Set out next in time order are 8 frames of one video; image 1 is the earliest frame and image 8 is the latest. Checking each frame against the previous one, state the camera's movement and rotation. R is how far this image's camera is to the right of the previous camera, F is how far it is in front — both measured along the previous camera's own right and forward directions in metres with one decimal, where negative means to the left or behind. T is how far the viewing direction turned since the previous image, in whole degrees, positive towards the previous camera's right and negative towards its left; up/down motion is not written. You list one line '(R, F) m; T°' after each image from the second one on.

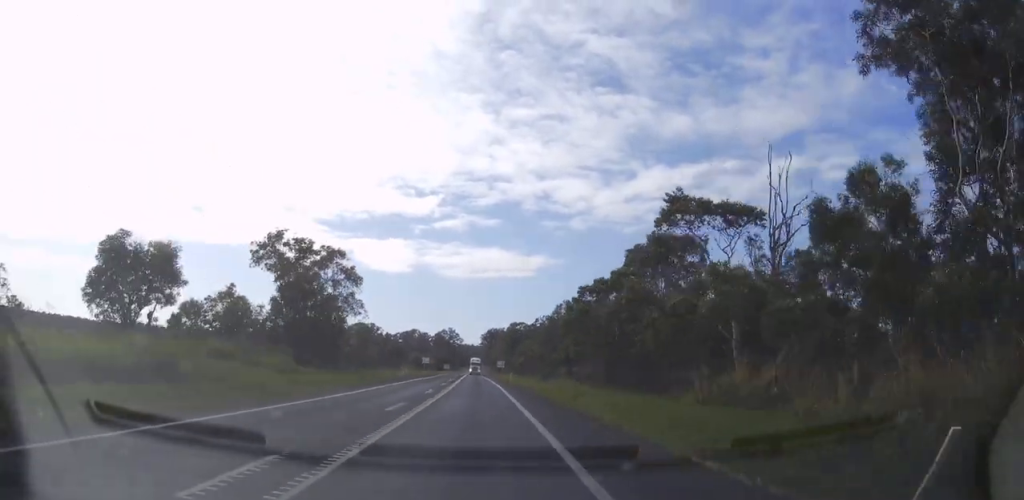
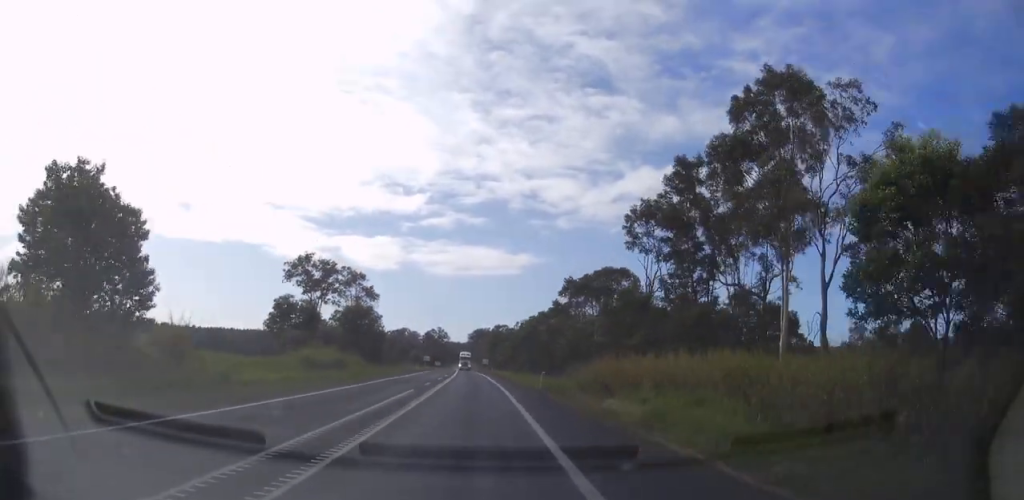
(0.0, +28.1) m; 0°
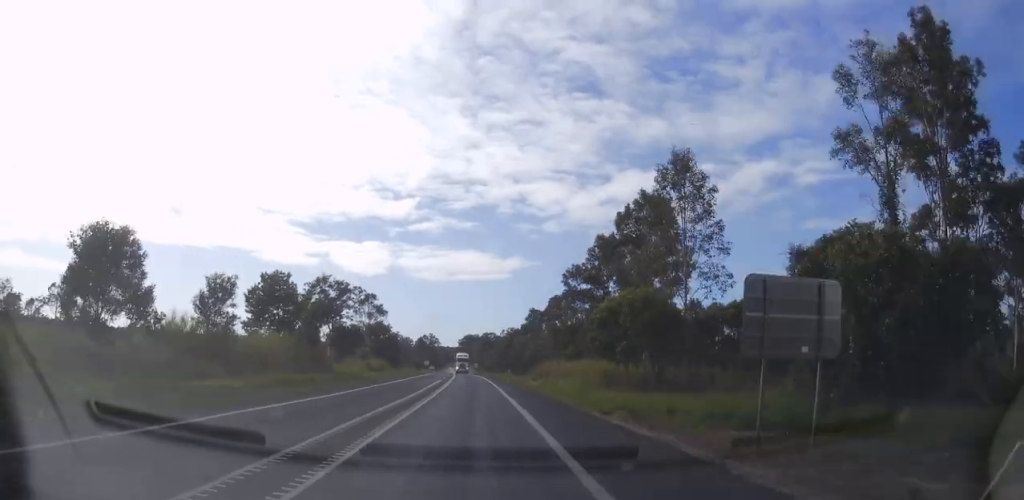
(+0.1, +26.4) m; +1°
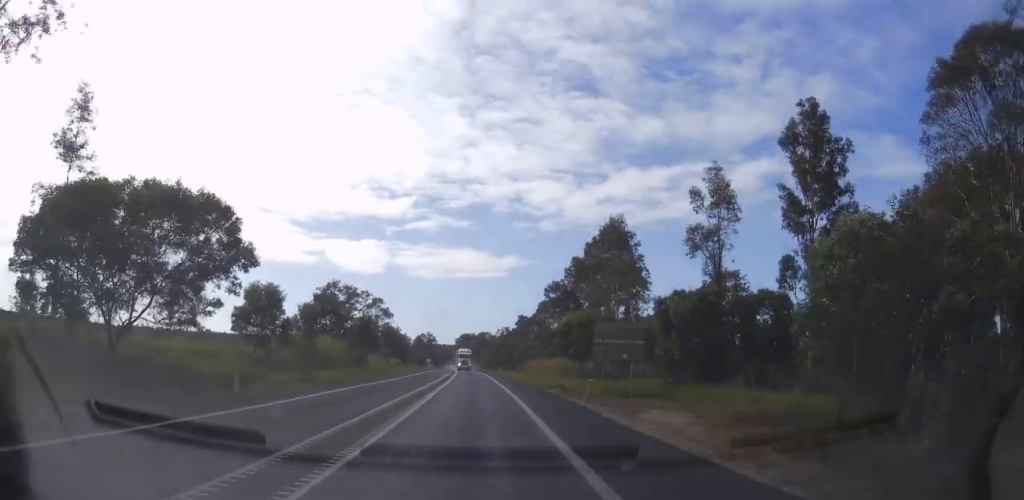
(0.0, +16.6) m; 0°
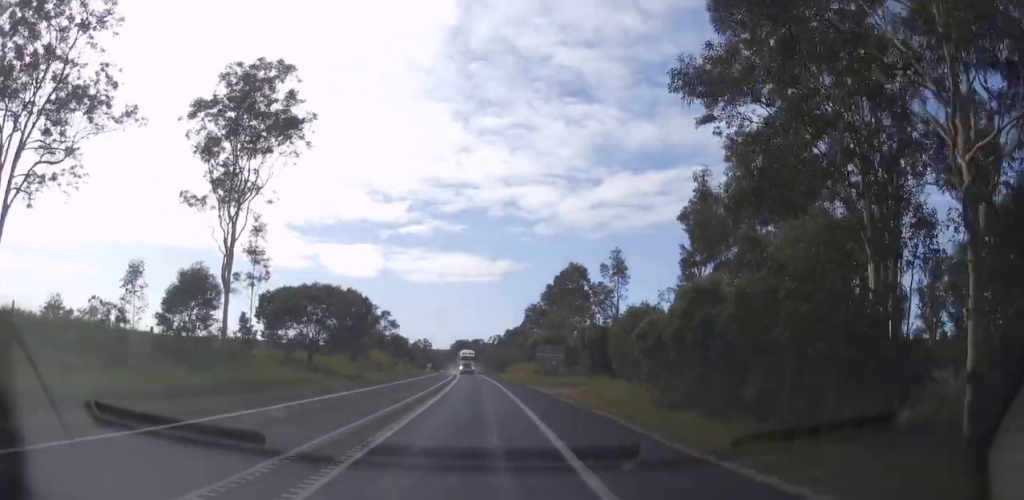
(0.0, +25.4) m; +2°
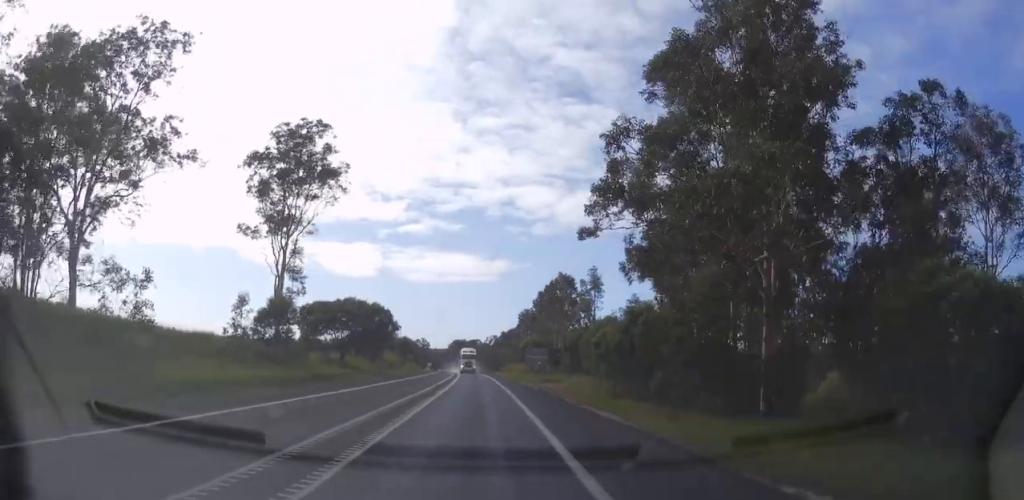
(+0.2, +11.2) m; +1°
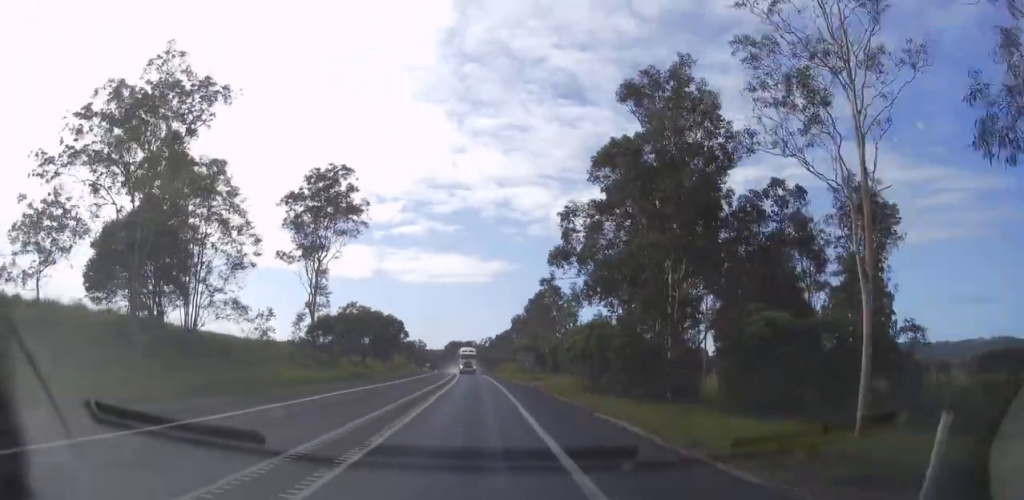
(+0.3, +11.8) m; +1°
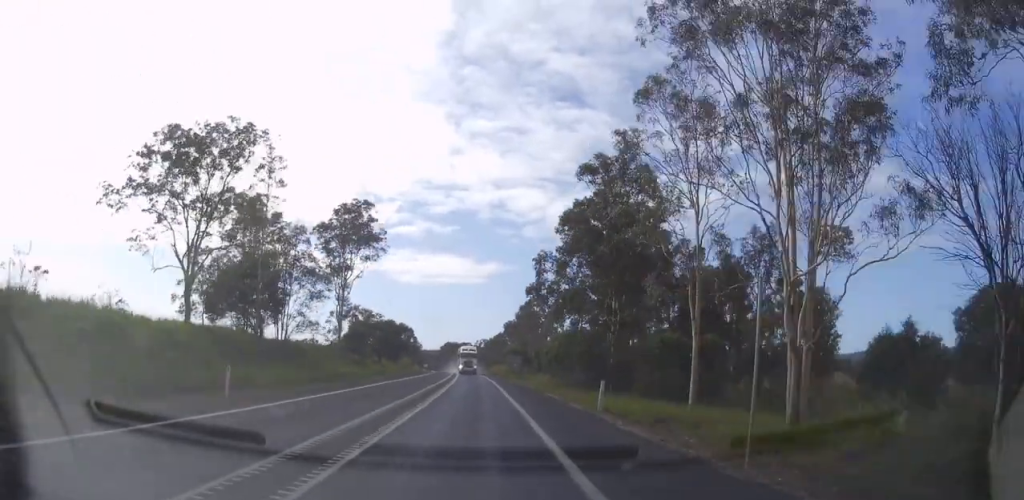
(0.0, +14.9) m; 0°
